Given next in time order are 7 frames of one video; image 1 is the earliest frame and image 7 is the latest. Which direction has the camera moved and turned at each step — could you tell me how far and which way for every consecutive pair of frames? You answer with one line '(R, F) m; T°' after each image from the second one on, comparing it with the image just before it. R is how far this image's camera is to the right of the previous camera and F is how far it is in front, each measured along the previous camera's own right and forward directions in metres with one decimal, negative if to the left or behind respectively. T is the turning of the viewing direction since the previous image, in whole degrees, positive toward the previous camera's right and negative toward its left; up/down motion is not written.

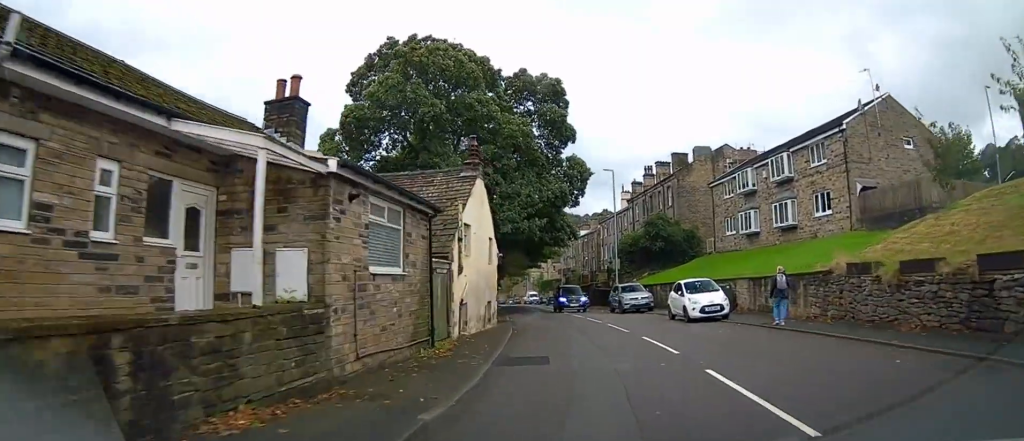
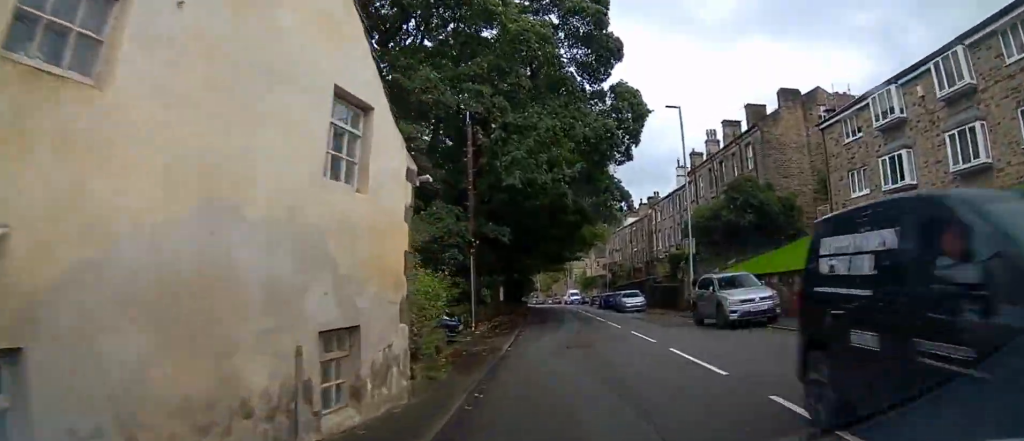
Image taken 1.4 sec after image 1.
(-0.6, +14.1) m; -4°
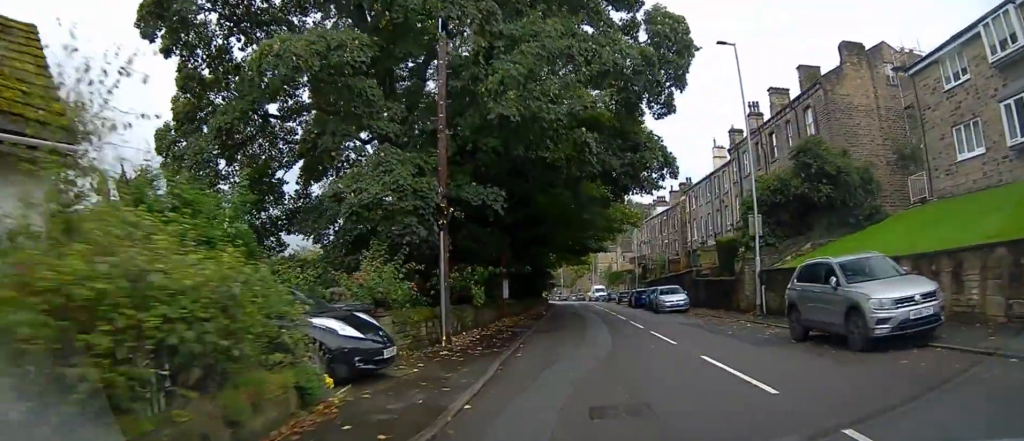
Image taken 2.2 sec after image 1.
(-0.2, +7.4) m; -2°
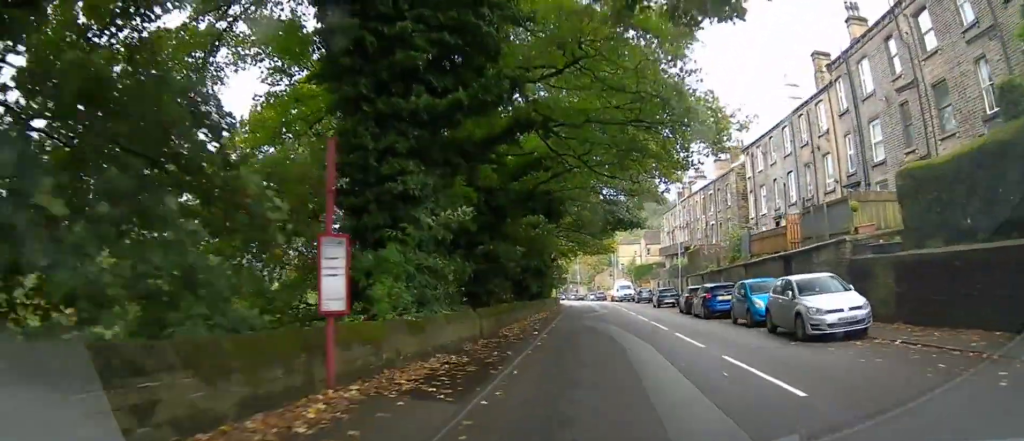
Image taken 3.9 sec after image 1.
(-0.1, +17.3) m; 0°
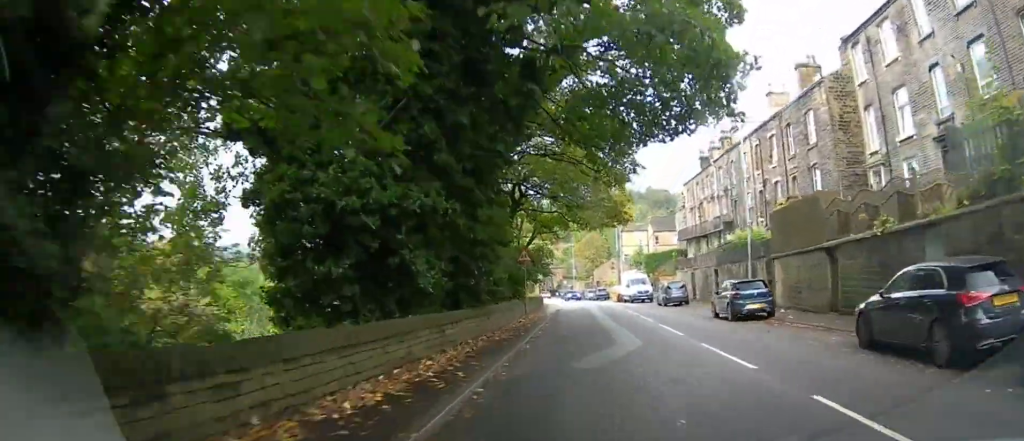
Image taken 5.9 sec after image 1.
(-0.4, +20.2) m; -2°
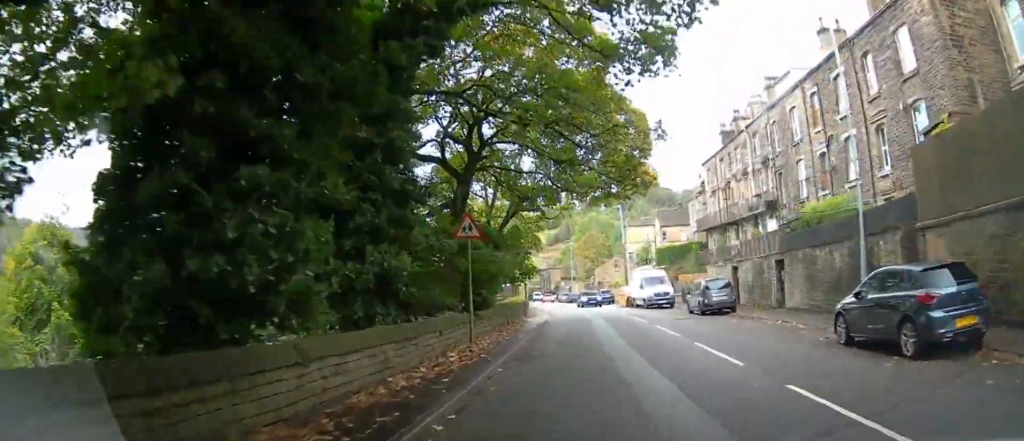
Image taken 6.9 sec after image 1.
(0.0, +11.2) m; 0°
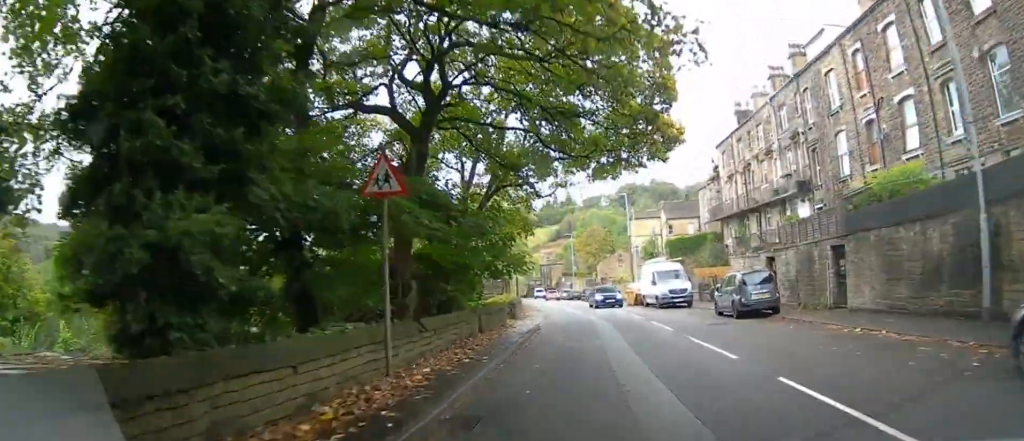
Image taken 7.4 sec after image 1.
(0.0, +5.5) m; 0°
